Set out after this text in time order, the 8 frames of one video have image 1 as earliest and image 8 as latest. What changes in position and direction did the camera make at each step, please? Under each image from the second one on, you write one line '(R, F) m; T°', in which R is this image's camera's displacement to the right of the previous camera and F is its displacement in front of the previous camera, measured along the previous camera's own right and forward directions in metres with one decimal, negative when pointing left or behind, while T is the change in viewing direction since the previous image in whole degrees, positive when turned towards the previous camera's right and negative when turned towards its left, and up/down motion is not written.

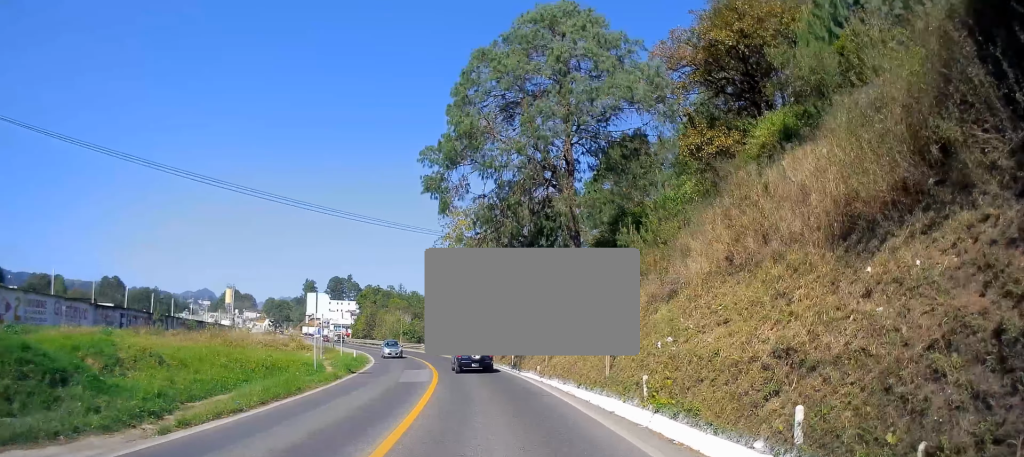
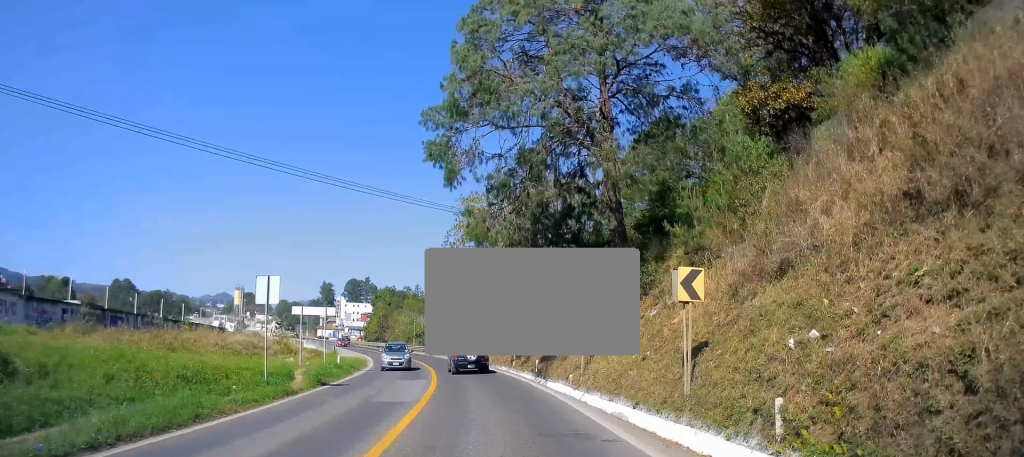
(-0.1, +7.3) m; -3°
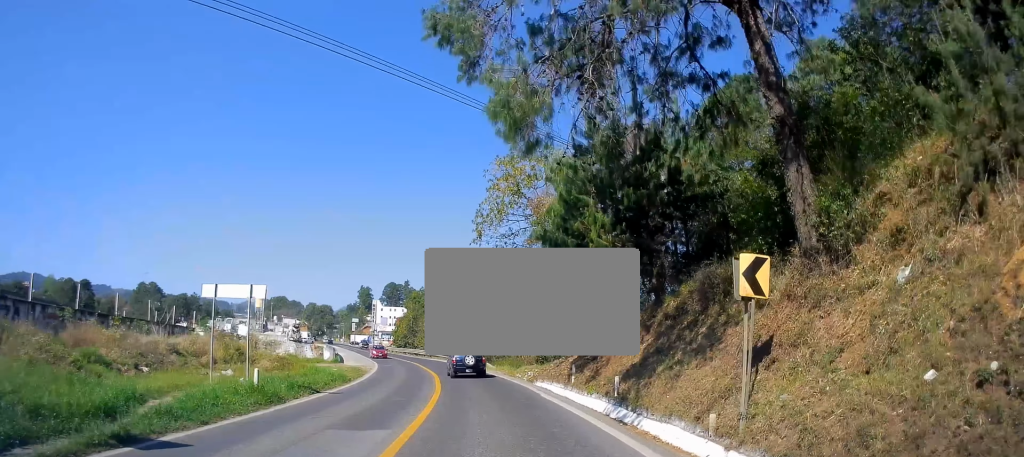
(-0.7, +12.9) m; -5°
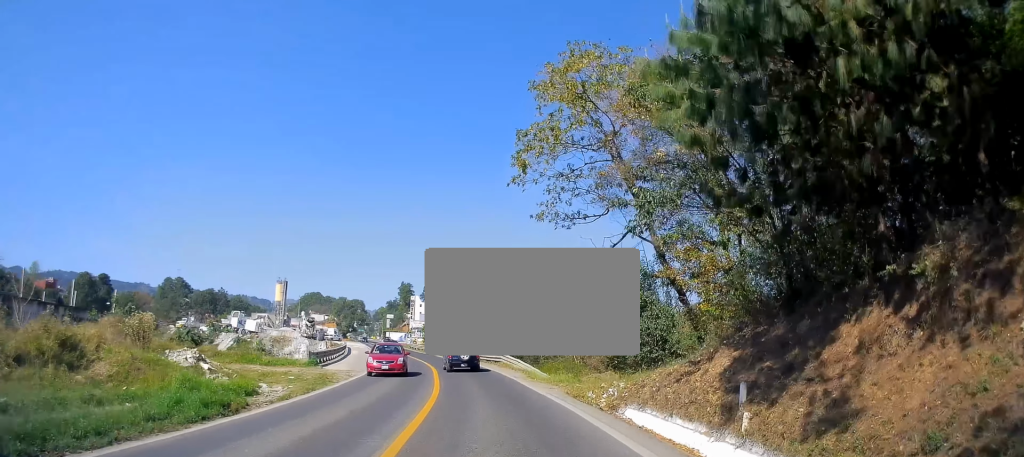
(-0.5, +14.9) m; -5°
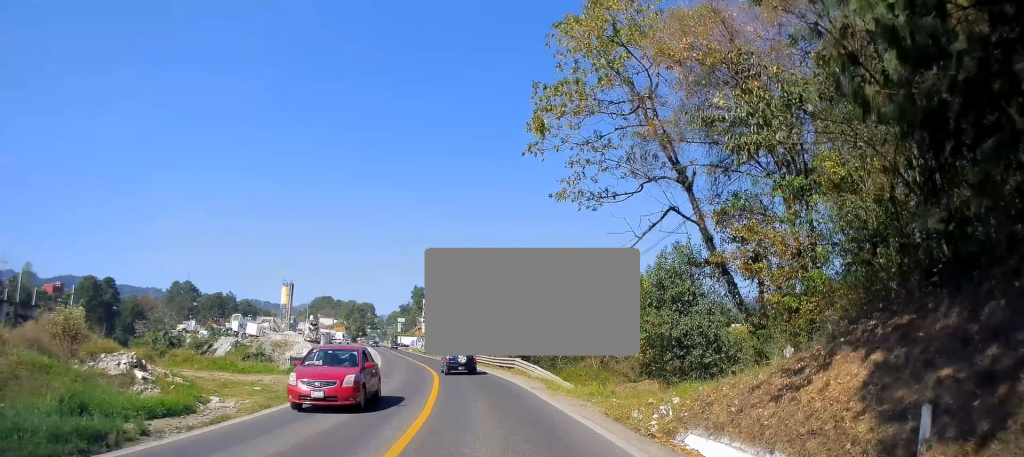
(+0.2, +4.6) m; -2°
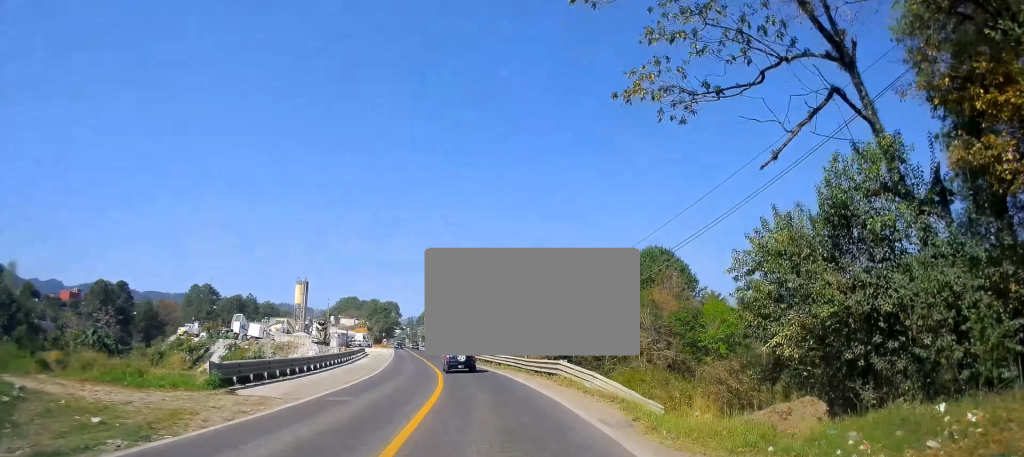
(-0.8, +10.3) m; -4°
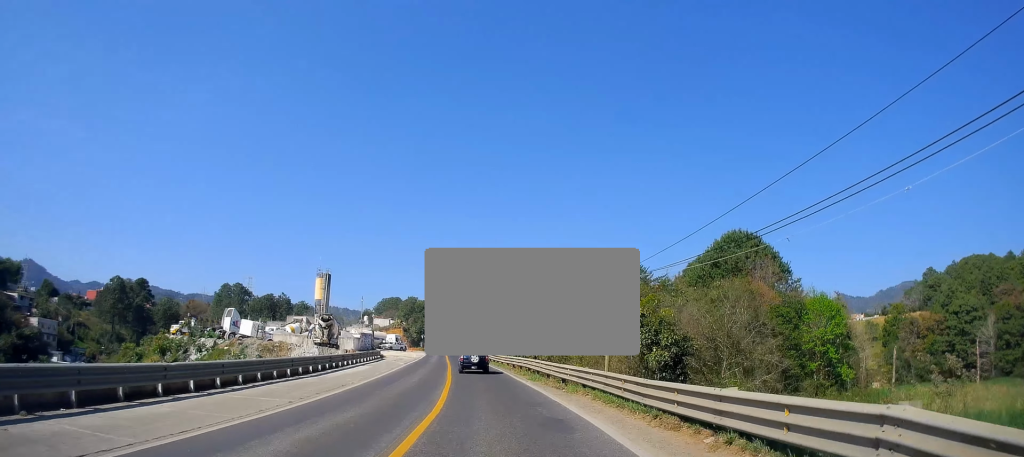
(-0.1, +17.0) m; -1°
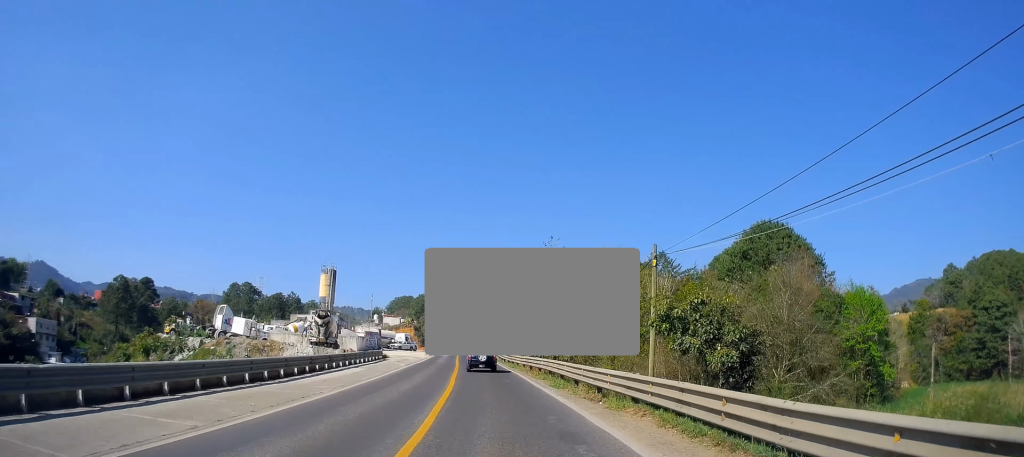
(0.0, +5.0) m; 0°
